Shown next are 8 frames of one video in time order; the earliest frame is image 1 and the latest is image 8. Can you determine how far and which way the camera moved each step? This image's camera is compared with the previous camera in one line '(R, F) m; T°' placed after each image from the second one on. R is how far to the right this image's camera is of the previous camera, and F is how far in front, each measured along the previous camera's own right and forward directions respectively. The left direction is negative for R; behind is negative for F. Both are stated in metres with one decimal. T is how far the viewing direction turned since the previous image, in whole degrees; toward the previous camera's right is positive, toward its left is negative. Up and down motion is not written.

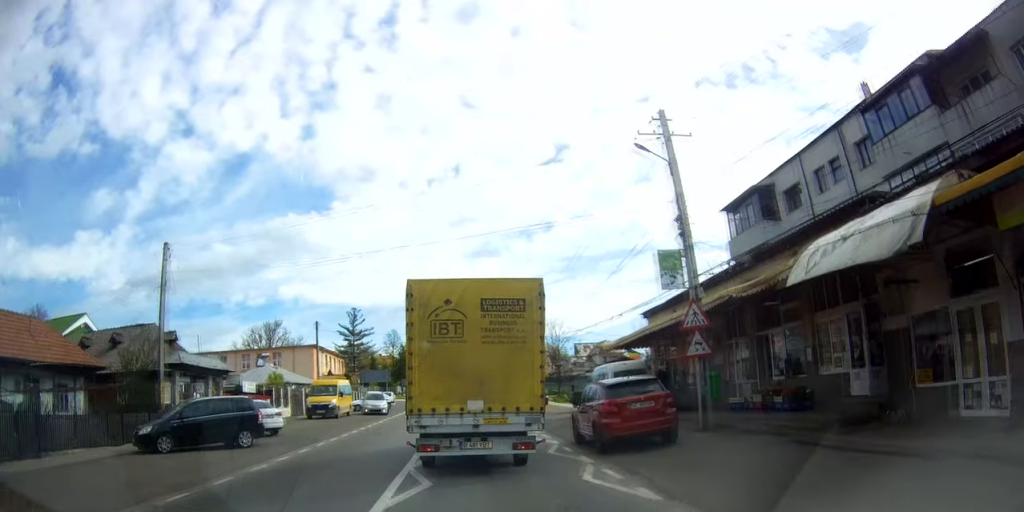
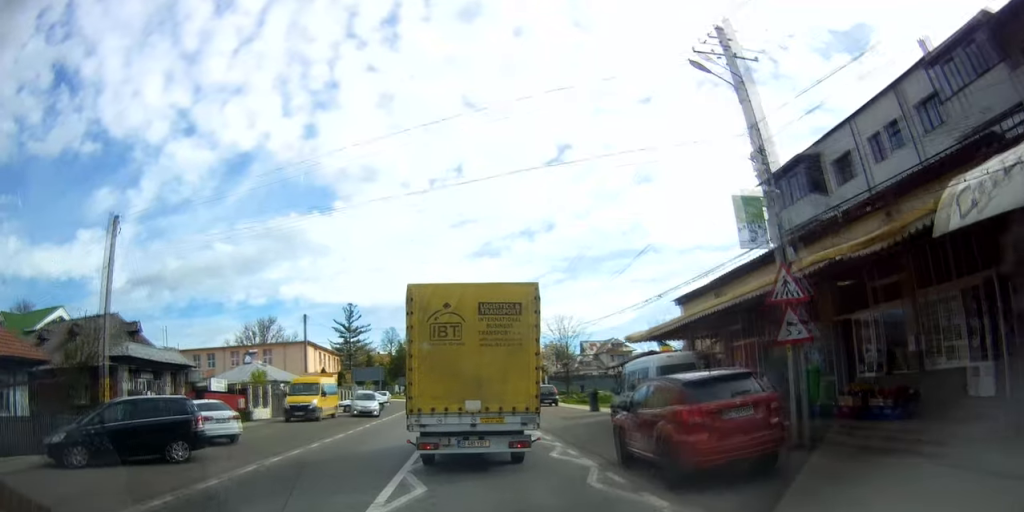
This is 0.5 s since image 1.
(0.0, +5.2) m; -1°
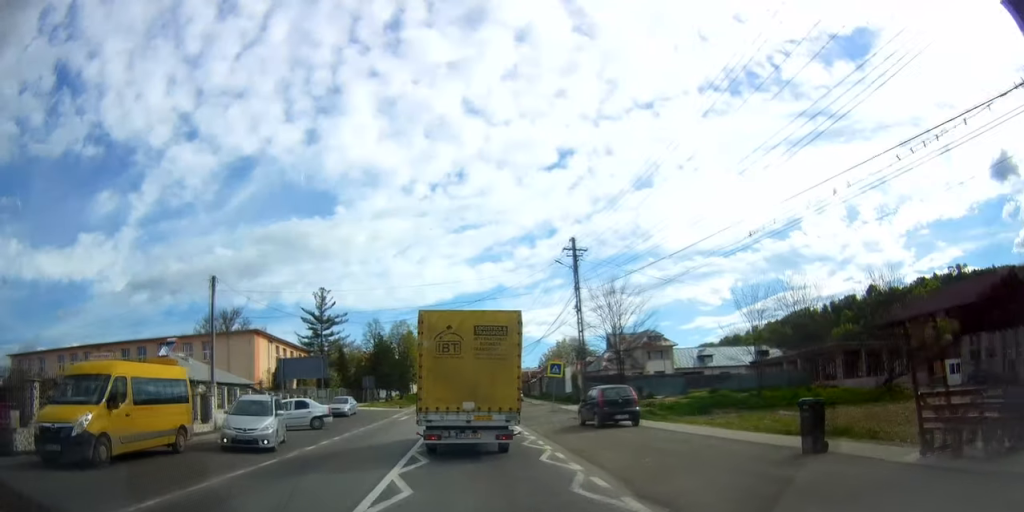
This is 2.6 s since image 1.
(-0.5, +21.3) m; -3°
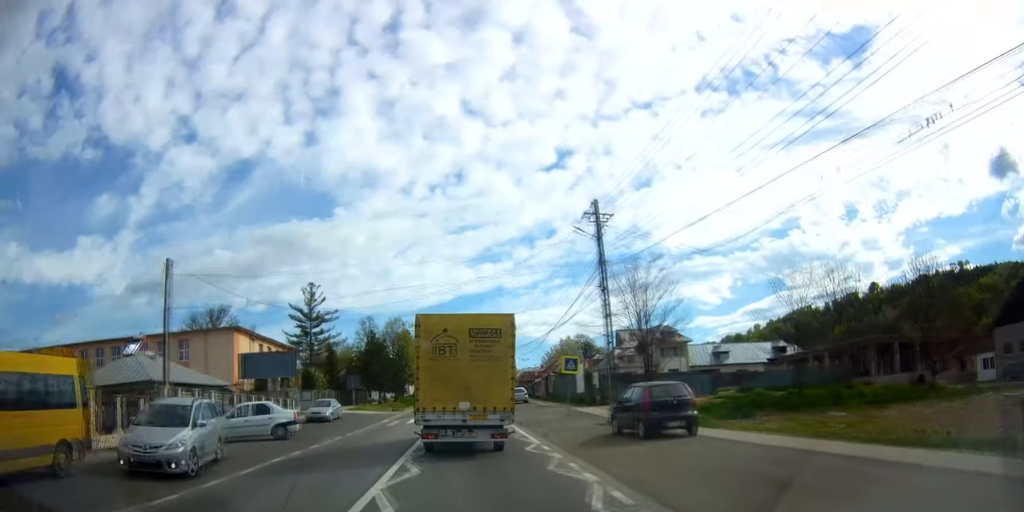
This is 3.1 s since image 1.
(-0.2, +5.4) m; 0°
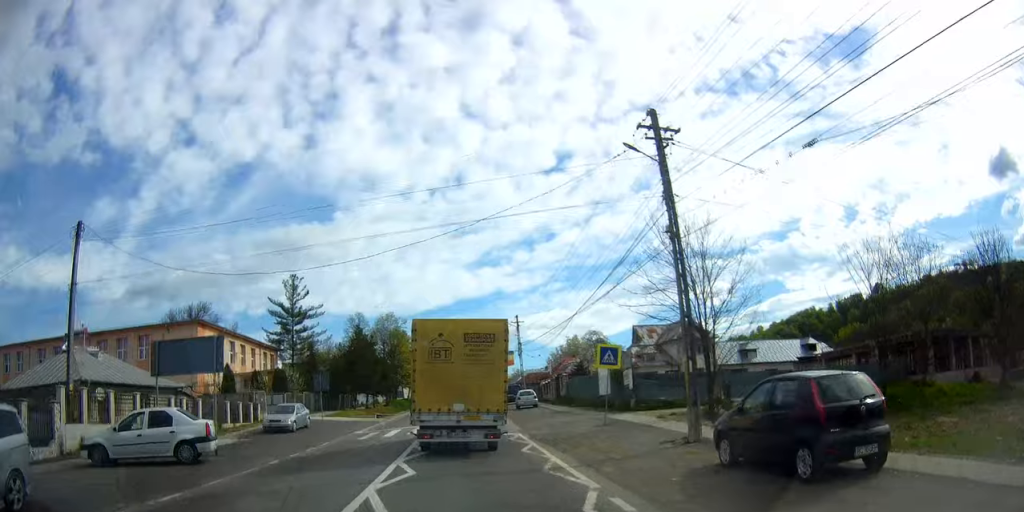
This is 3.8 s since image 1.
(0.0, +7.7) m; +1°
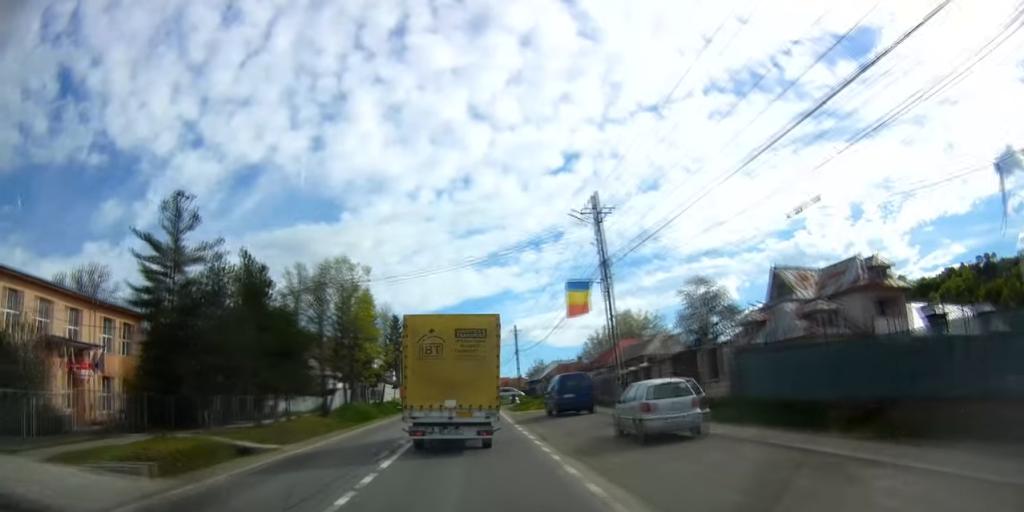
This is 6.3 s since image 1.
(-0.4, +29.8) m; -1°
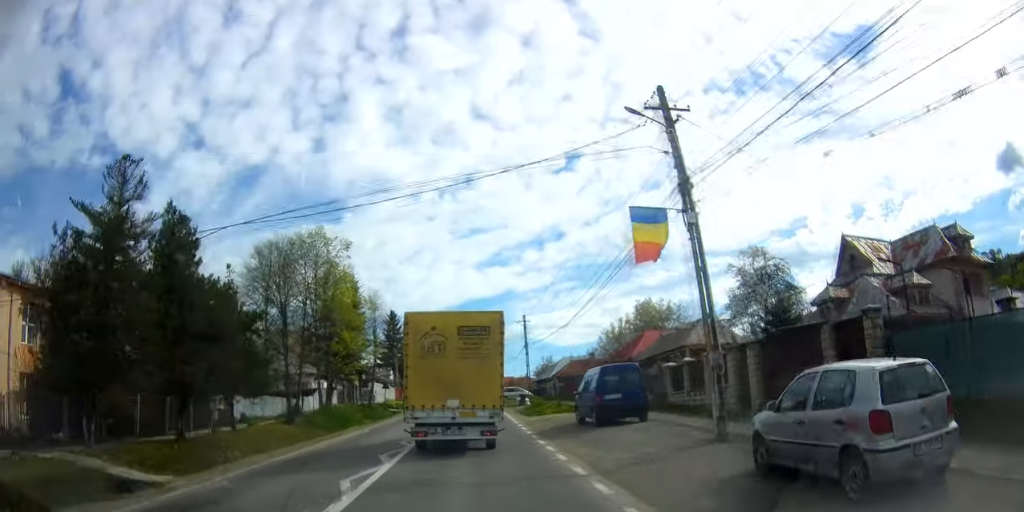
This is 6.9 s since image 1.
(+0.2, +7.8) m; +1°
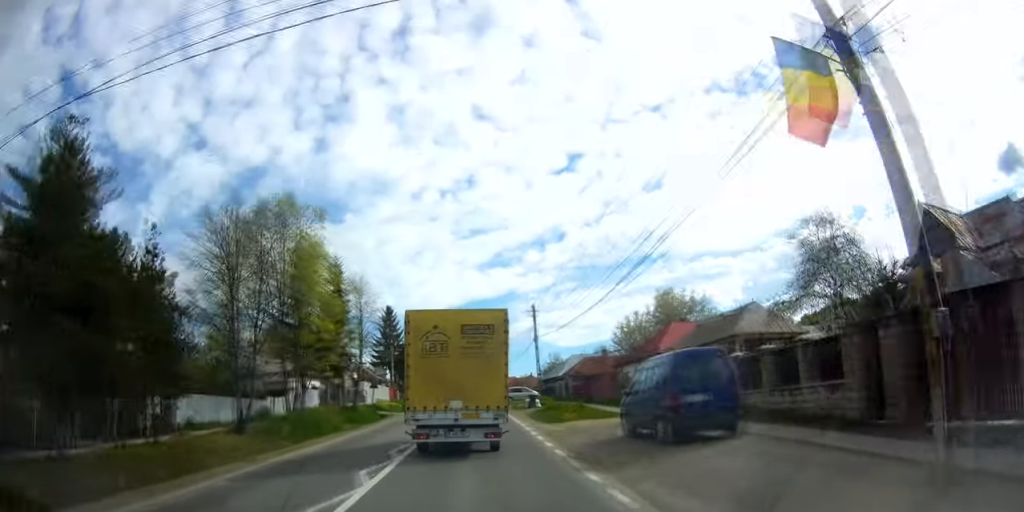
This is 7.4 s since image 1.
(+0.1, +6.8) m; +1°
